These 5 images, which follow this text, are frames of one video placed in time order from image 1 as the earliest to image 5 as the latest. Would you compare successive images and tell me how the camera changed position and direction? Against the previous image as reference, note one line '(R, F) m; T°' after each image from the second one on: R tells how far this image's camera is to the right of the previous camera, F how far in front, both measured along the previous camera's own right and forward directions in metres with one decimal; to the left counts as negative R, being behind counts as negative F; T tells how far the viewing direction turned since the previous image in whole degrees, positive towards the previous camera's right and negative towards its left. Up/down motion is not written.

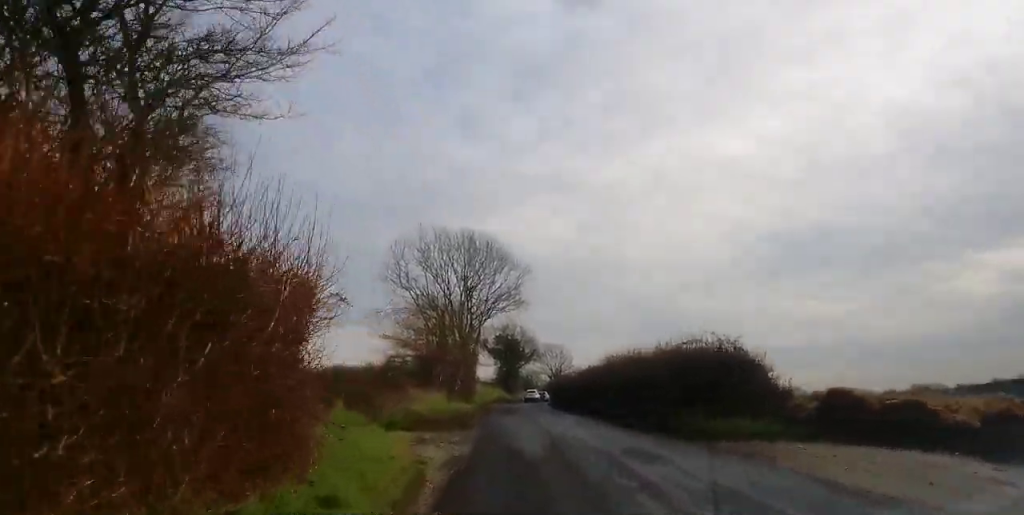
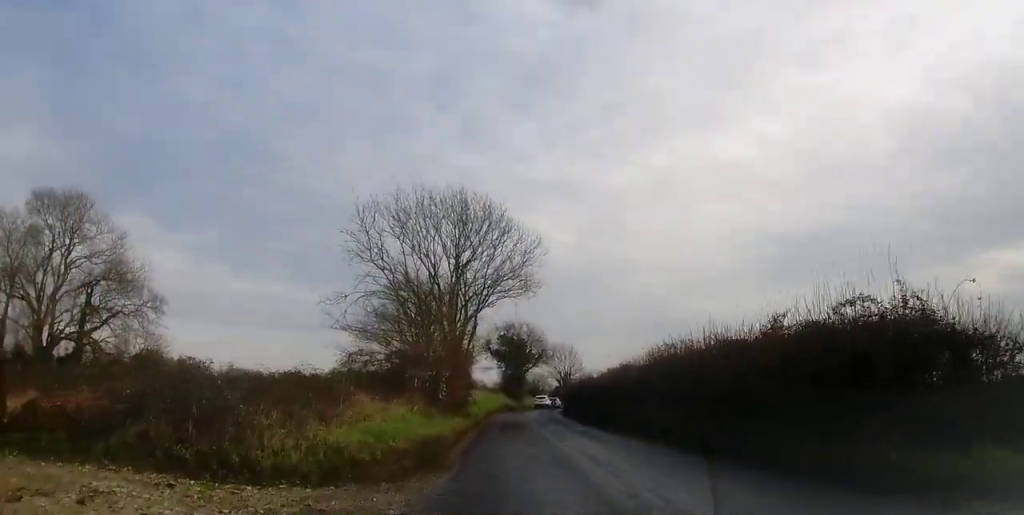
(0.0, +10.3) m; 0°
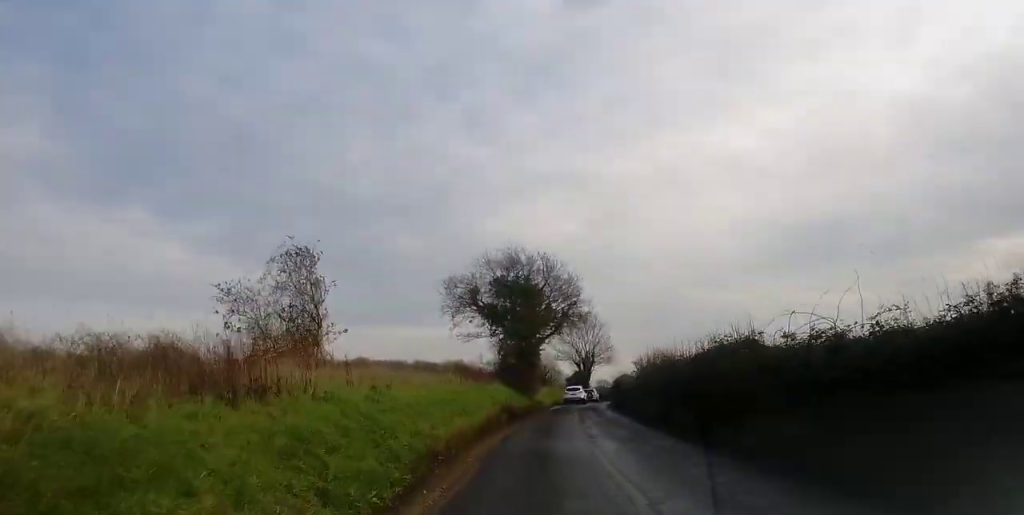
(+1.0, +38.4) m; +3°
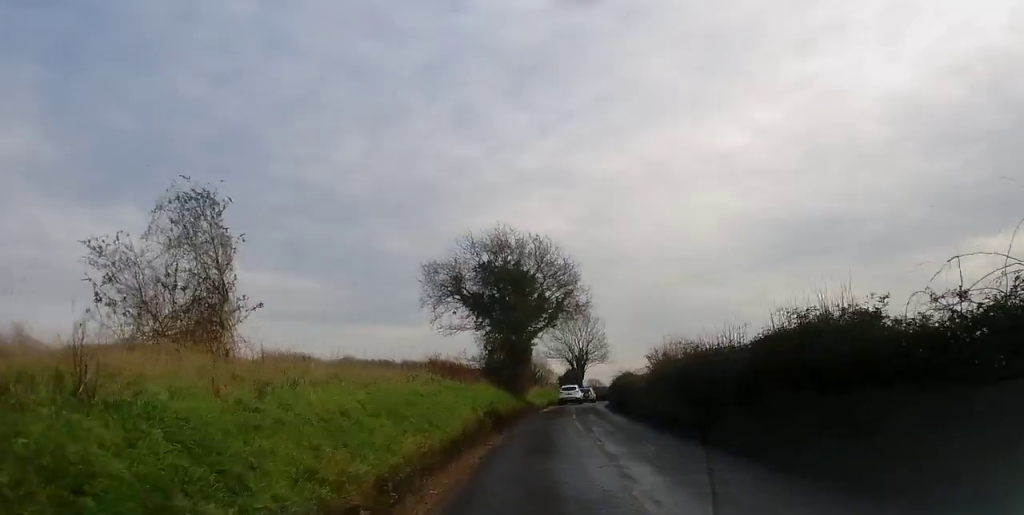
(+0.1, +5.3) m; 0°
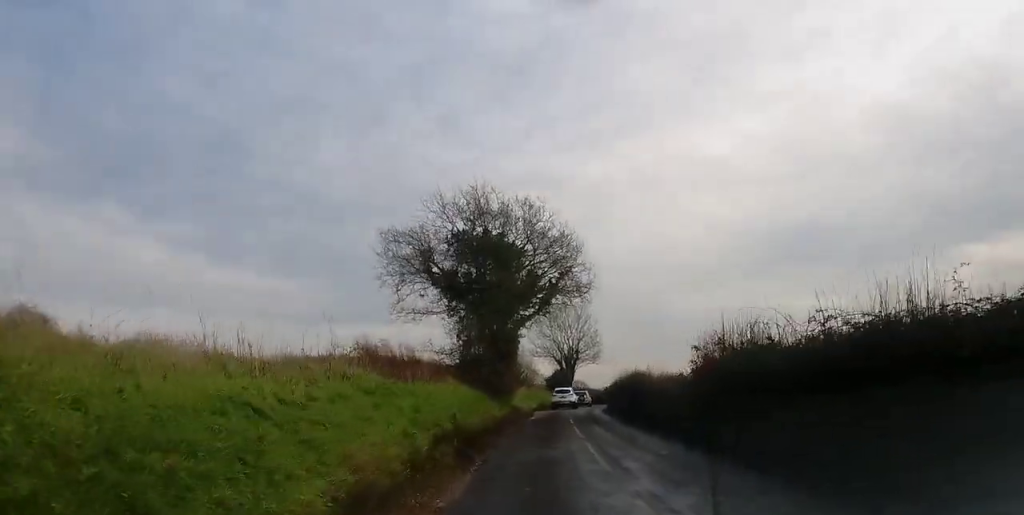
(0.0, +8.8) m; -1°
